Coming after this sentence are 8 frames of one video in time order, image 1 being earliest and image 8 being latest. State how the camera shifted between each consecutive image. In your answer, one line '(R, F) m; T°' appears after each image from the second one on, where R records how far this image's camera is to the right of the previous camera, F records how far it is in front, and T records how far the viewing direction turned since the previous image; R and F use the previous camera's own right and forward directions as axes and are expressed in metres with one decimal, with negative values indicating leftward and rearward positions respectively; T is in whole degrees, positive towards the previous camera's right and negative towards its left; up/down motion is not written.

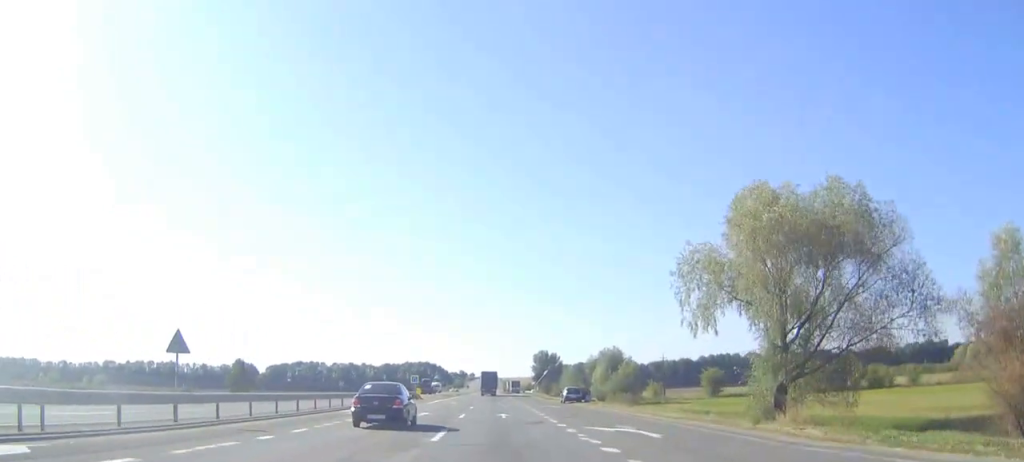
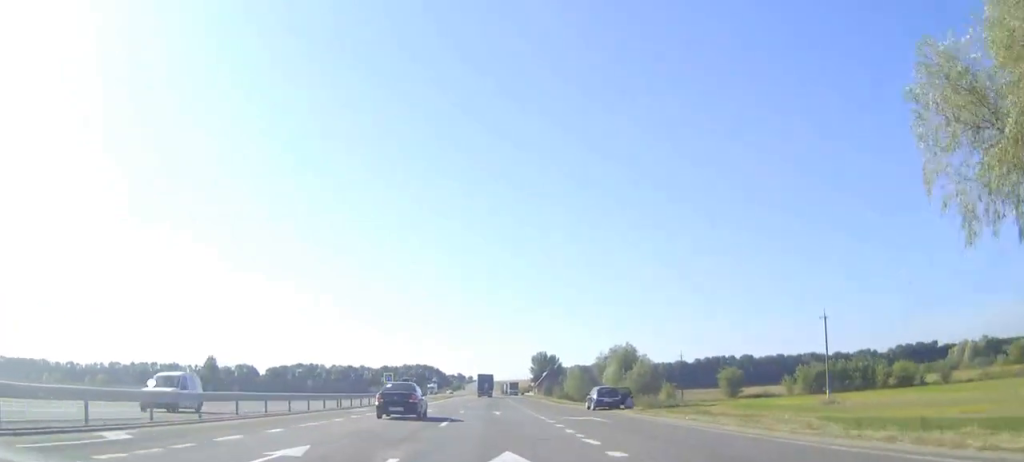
(0.0, +26.7) m; 0°
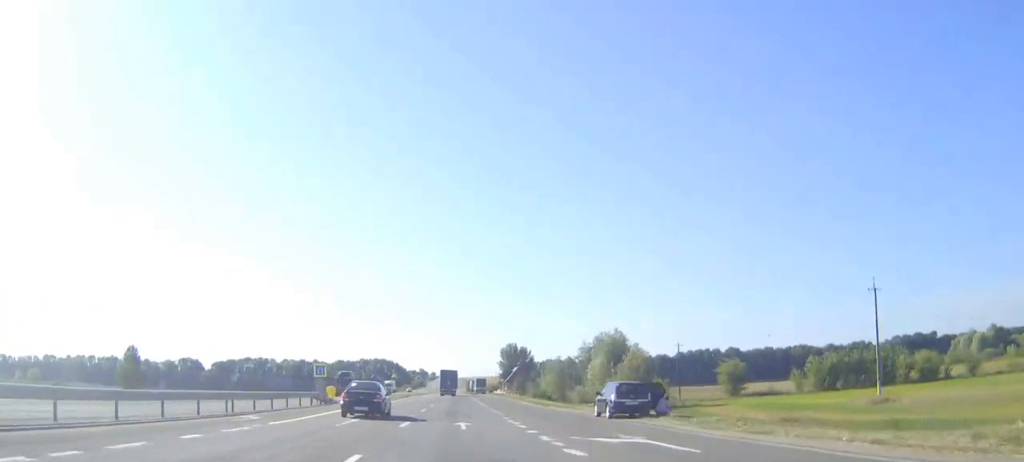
(0.0, +14.4) m; 0°
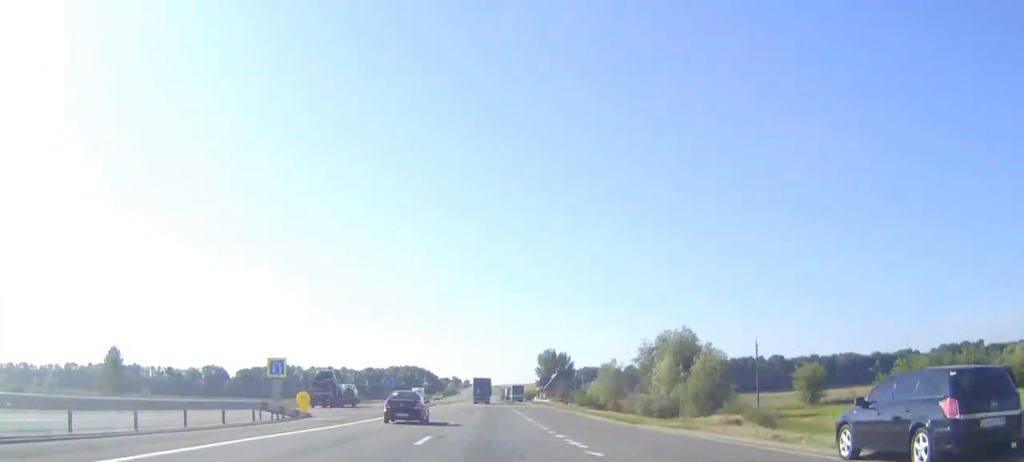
(-0.1, +22.1) m; 0°
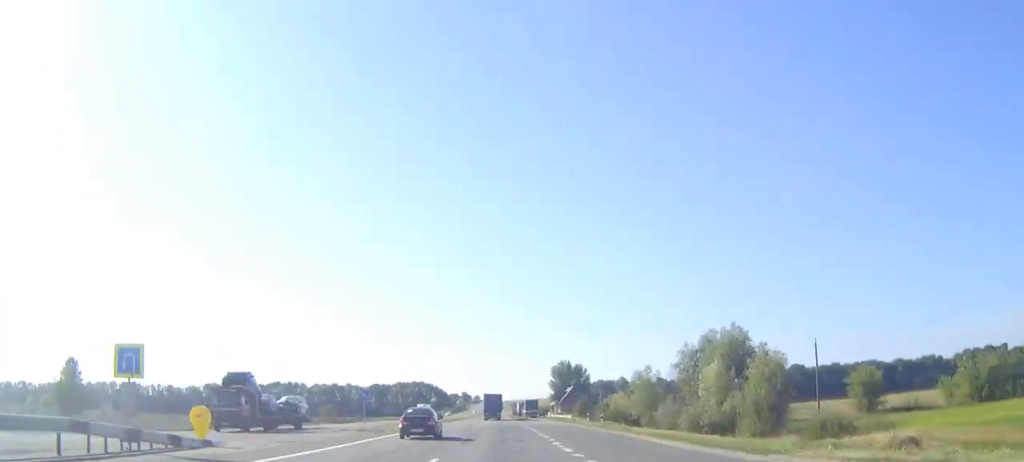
(0.0, +17.1) m; 0°
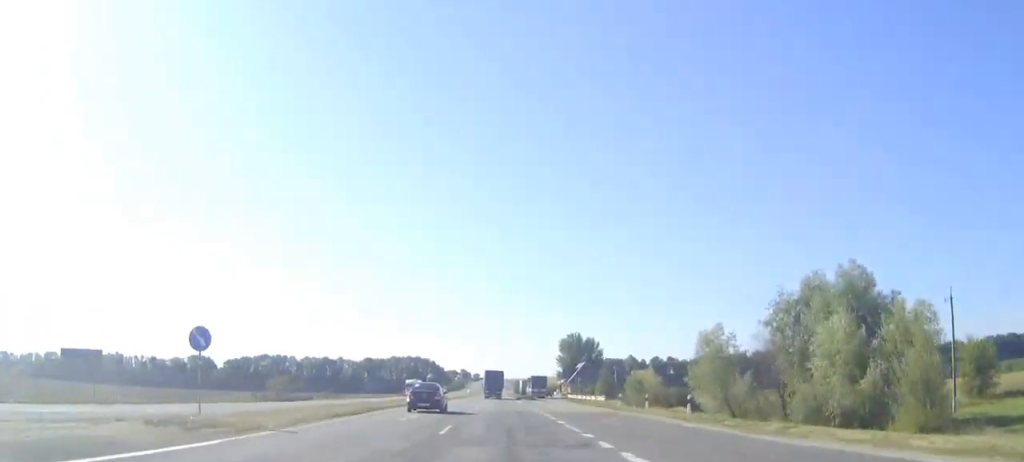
(0.0, +29.3) m; 0°
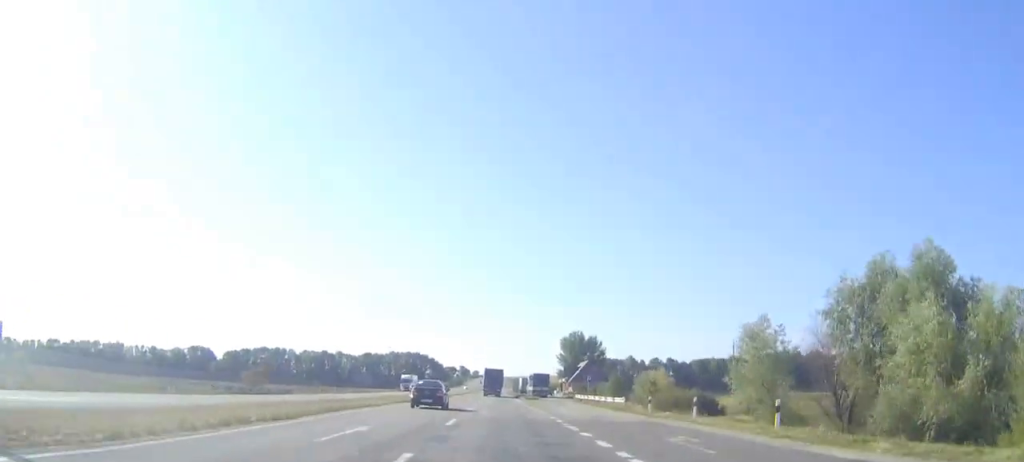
(0.0, +12.2) m; 0°
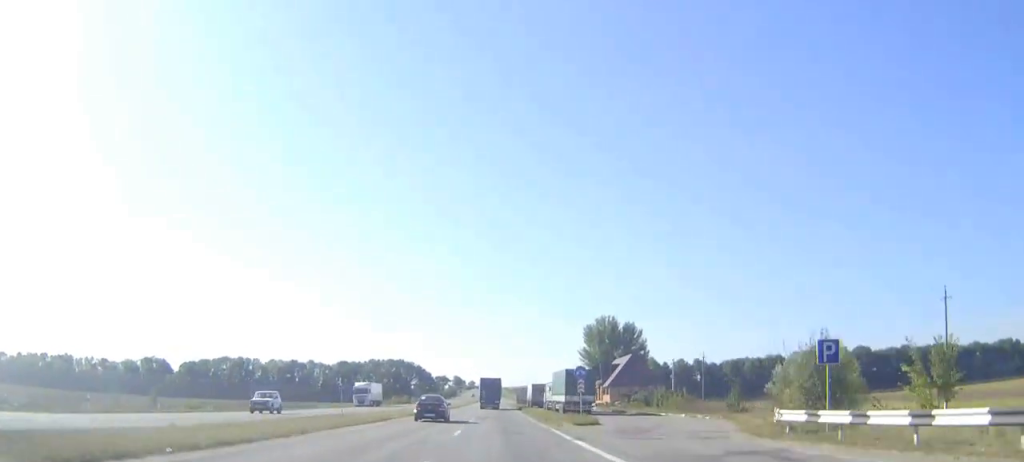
(0.0, +59.1) m; 0°
